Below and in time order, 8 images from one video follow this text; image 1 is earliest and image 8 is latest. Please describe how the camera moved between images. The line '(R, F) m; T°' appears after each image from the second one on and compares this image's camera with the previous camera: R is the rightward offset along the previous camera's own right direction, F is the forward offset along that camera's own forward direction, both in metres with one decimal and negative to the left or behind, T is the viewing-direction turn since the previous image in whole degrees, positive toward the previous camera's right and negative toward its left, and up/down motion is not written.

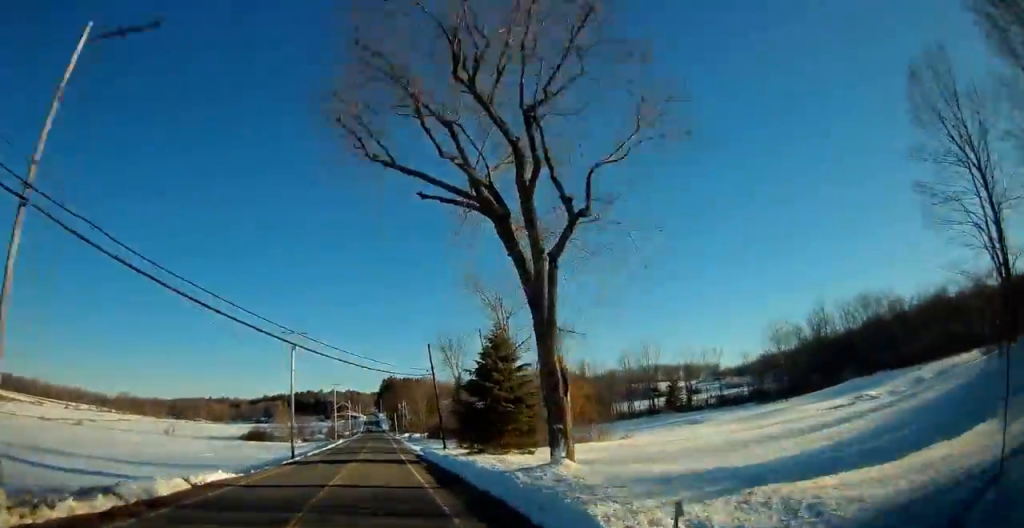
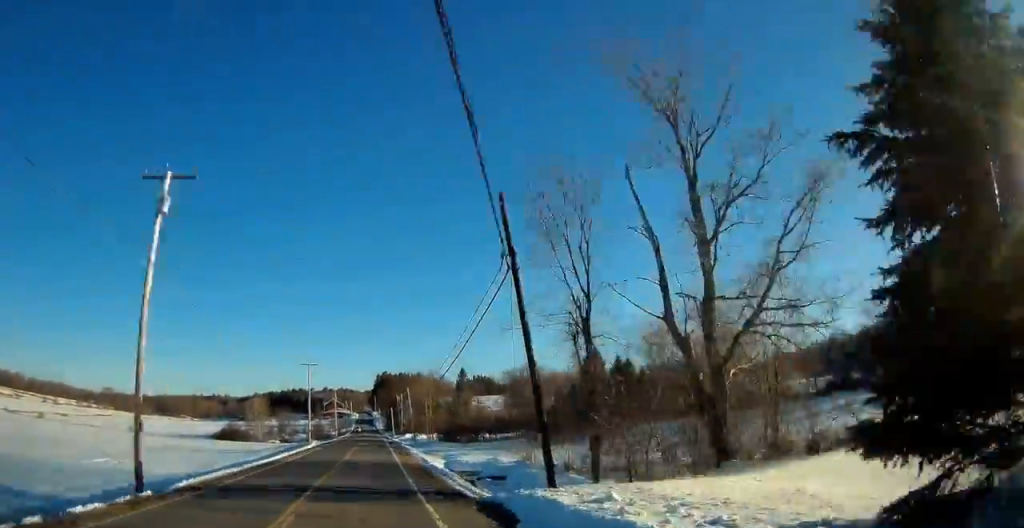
(-2.5, +33.2) m; 0°
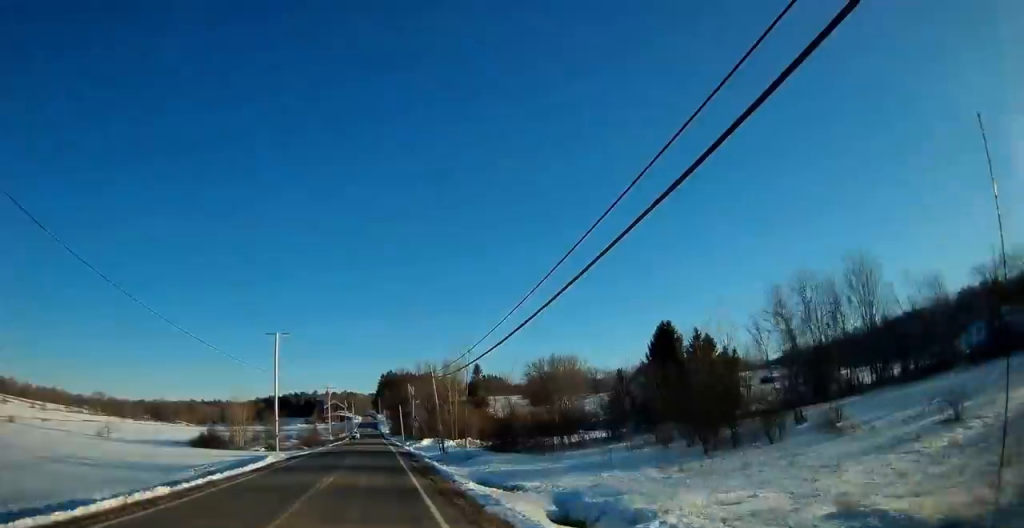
(+1.8, +29.6) m; +3°
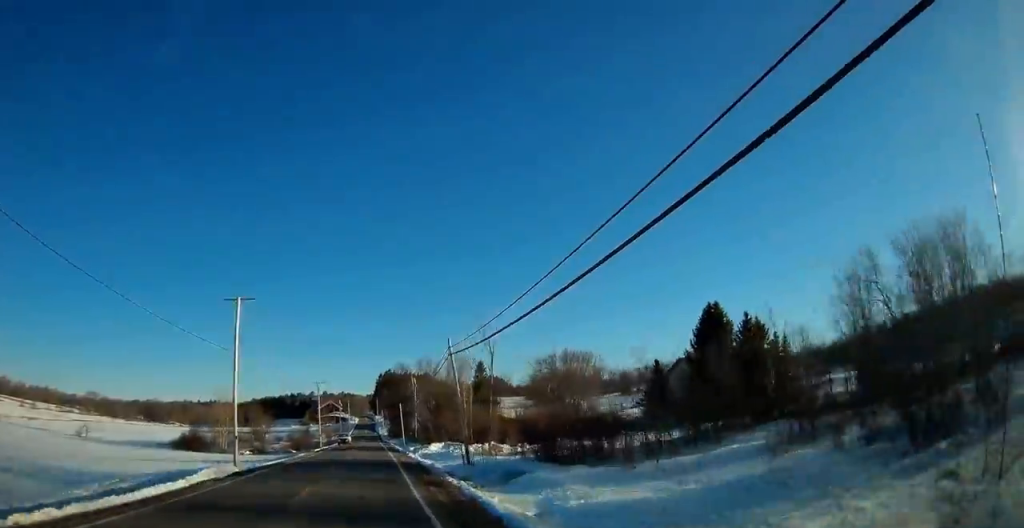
(+0.1, +14.4) m; 0°
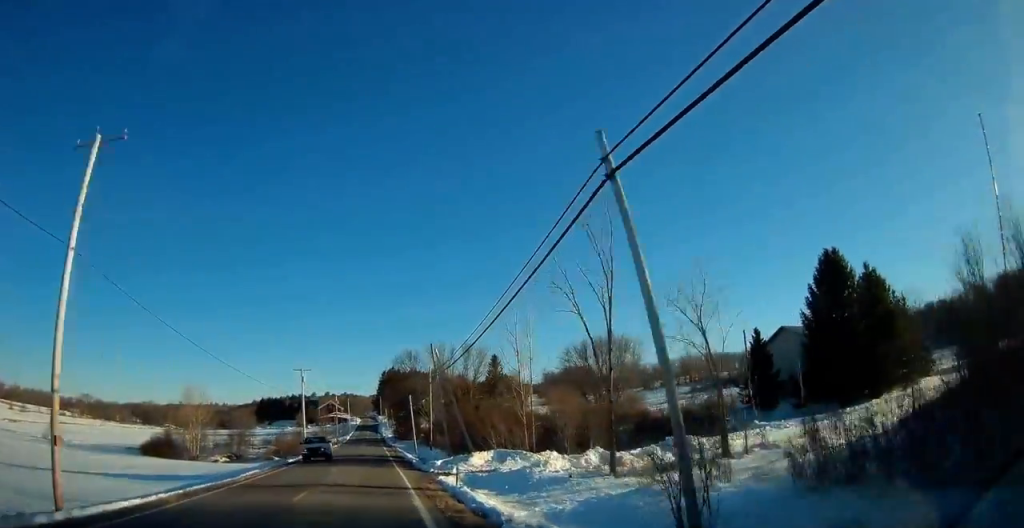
(-0.3, +23.4) m; -1°
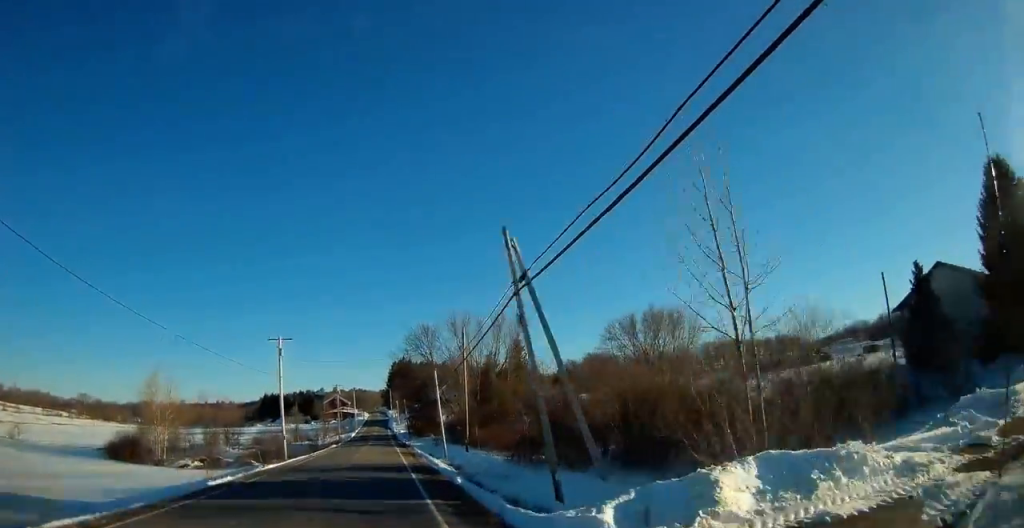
(0.0, +22.3) m; 0°
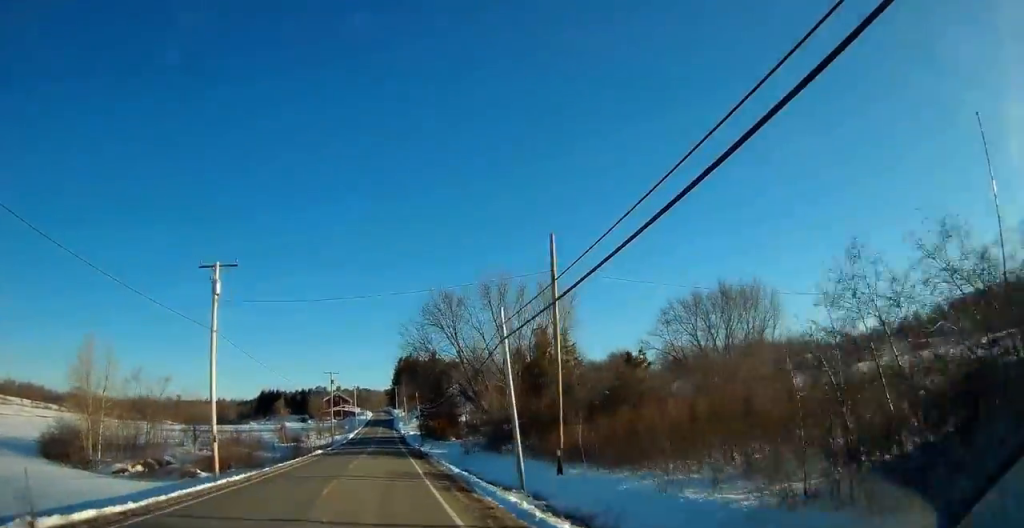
(-0.1, +23.3) m; 0°
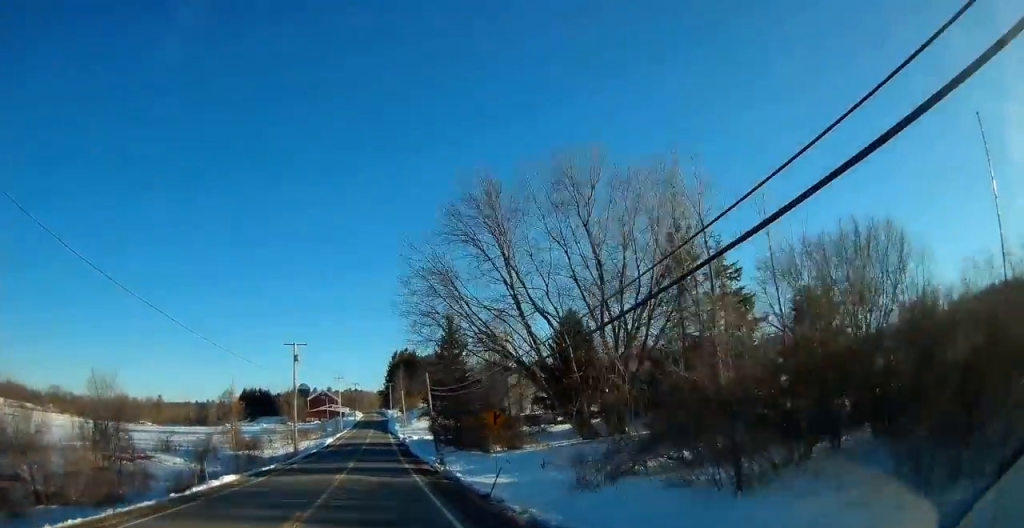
(+0.1, +31.4) m; 0°
